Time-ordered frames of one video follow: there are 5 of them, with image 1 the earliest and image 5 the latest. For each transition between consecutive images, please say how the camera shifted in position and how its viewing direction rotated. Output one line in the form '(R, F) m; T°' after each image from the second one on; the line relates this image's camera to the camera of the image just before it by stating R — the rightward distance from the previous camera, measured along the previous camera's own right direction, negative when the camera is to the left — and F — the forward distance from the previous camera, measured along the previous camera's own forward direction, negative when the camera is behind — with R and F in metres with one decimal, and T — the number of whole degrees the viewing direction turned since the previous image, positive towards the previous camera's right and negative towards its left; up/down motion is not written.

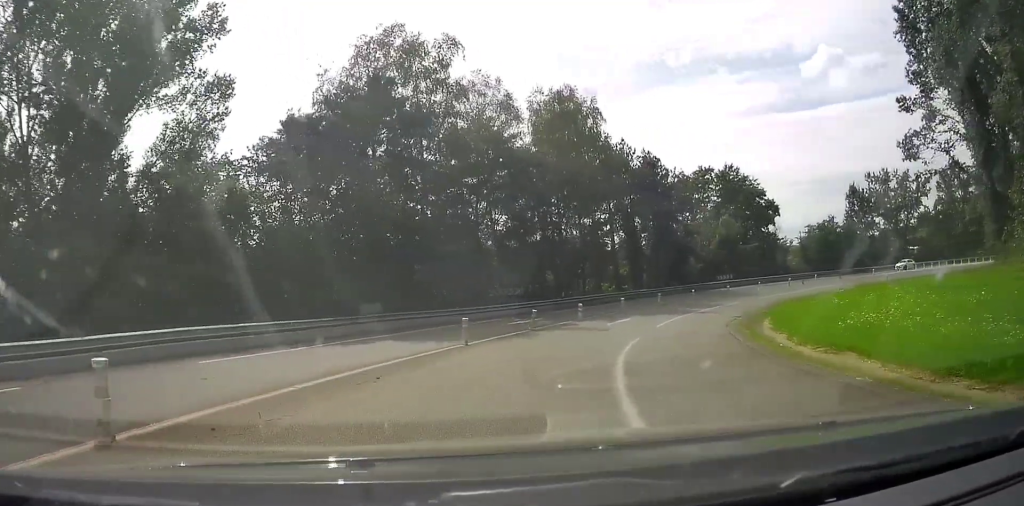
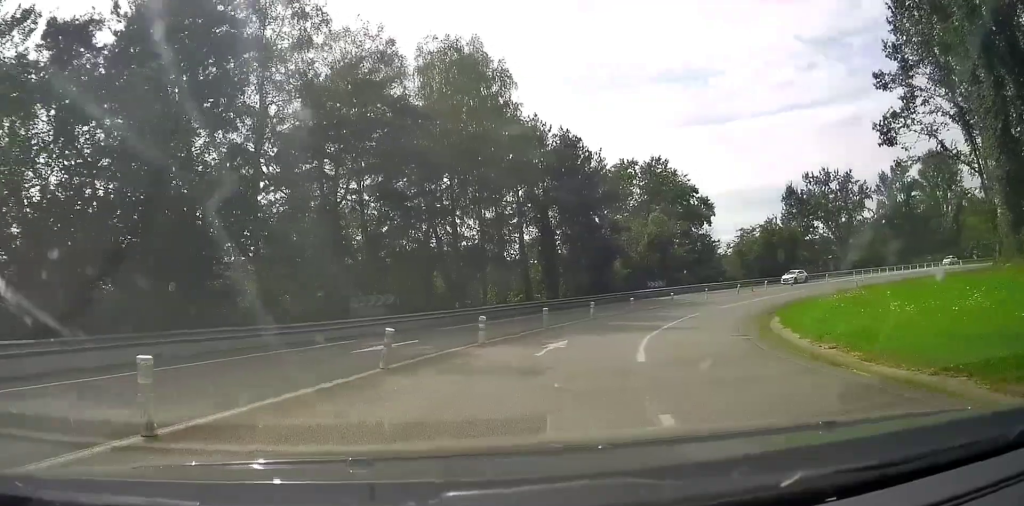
(+0.7, +11.0) m; +11°
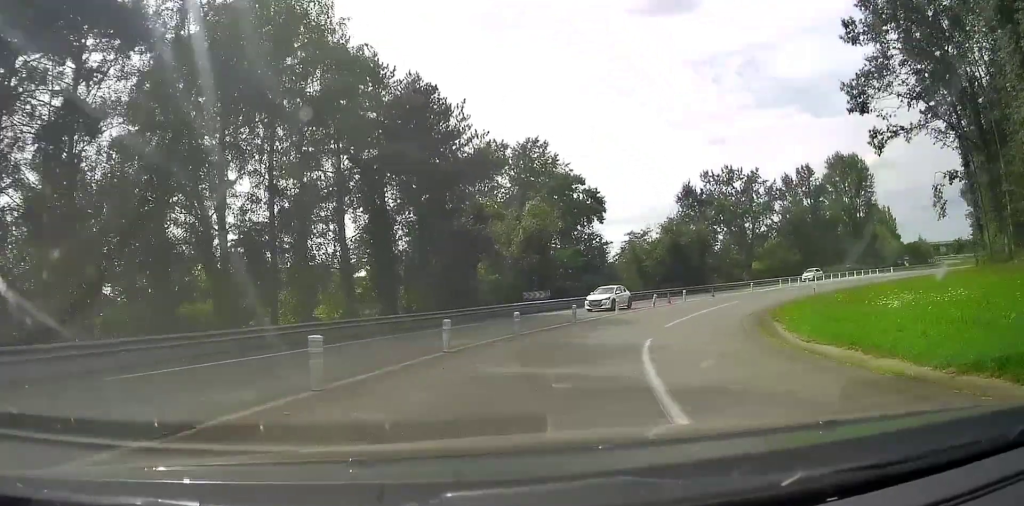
(+2.0, +13.8) m; +14°
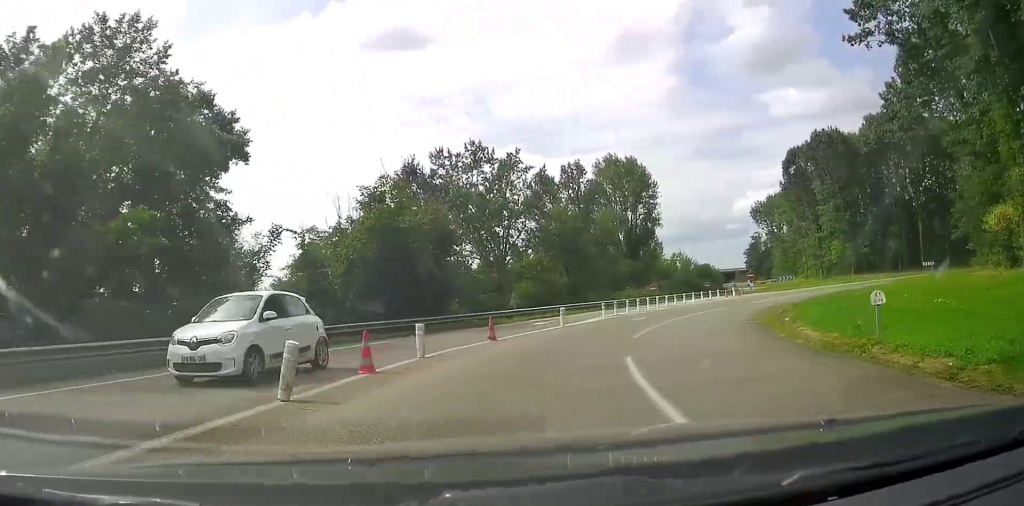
(+6.7, +27.5) m; +29°
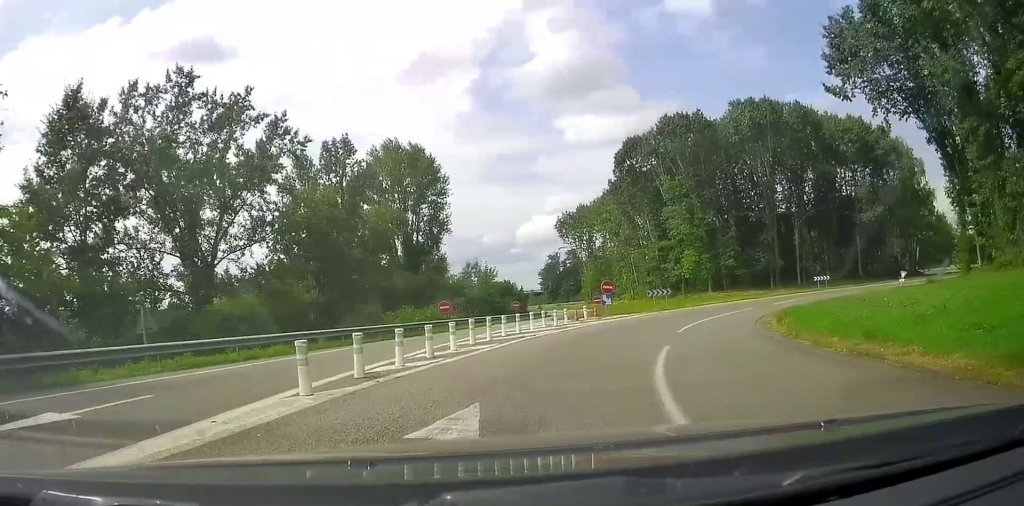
(+4.6, +21.1) m; +23°
